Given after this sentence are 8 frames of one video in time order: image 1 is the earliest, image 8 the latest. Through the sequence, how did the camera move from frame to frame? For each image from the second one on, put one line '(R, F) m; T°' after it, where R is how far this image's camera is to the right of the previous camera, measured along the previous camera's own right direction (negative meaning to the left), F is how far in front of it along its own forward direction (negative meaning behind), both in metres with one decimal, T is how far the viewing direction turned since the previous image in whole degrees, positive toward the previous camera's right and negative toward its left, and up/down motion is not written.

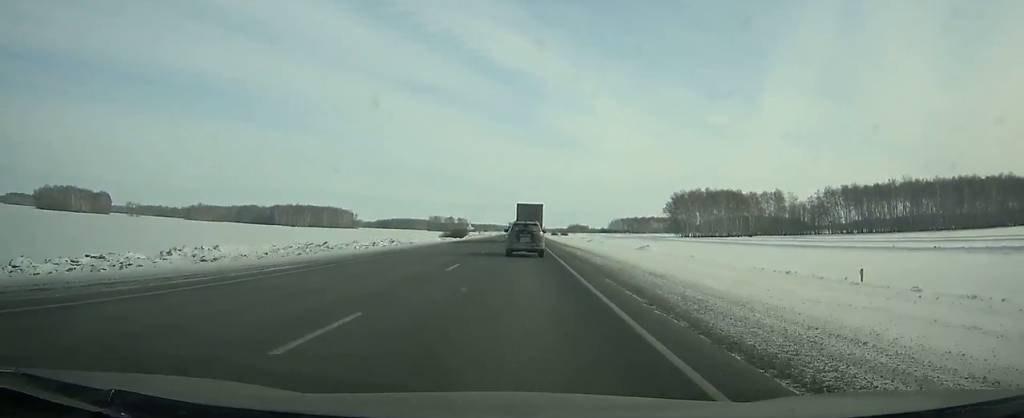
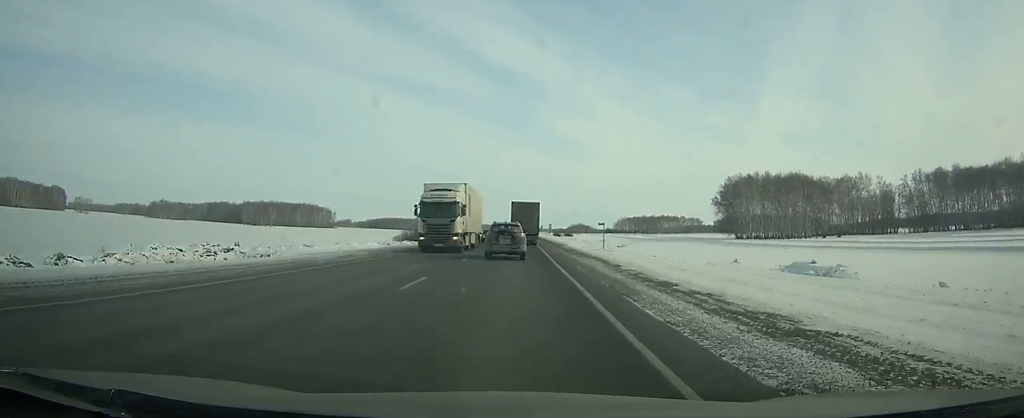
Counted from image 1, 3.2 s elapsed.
(+0.1, +79.8) m; 0°
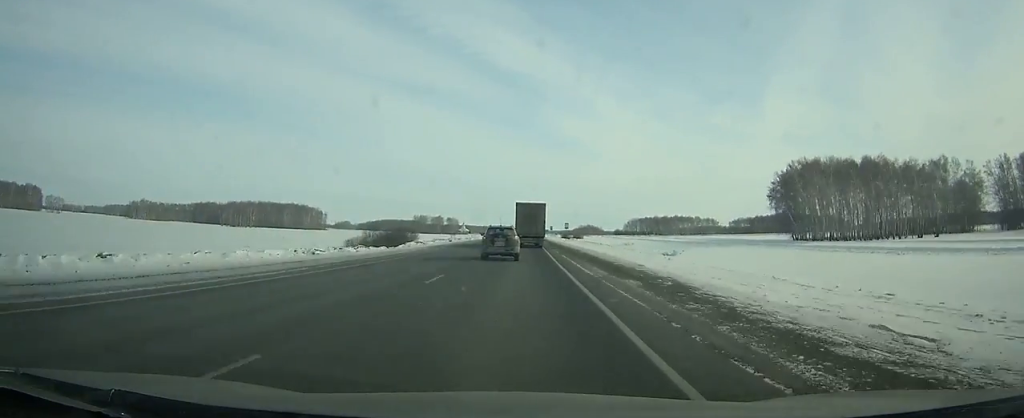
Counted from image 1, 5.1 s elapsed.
(0.0, +46.3) m; 0°
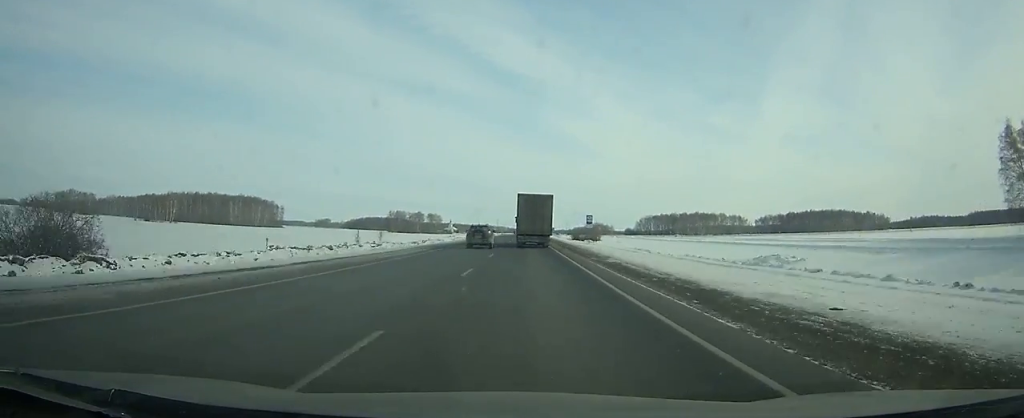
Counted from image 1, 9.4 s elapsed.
(-0.2, +103.6) m; 0°
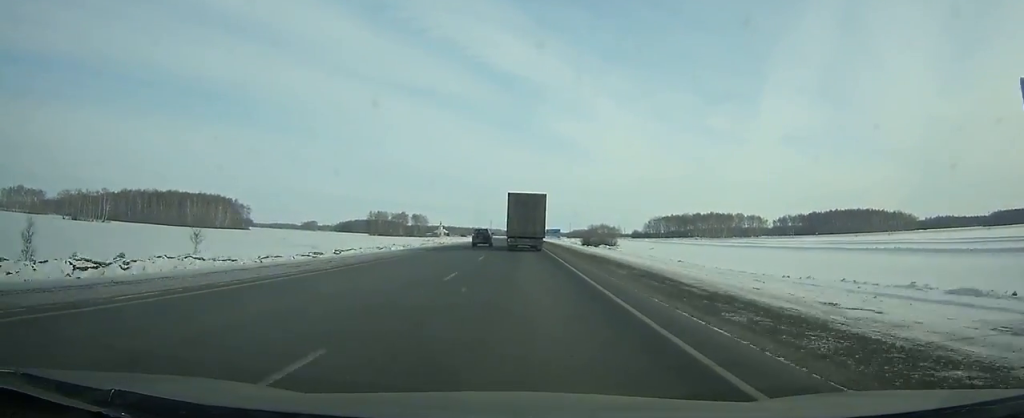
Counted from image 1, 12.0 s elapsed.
(+0.4, +61.5) m; 0°
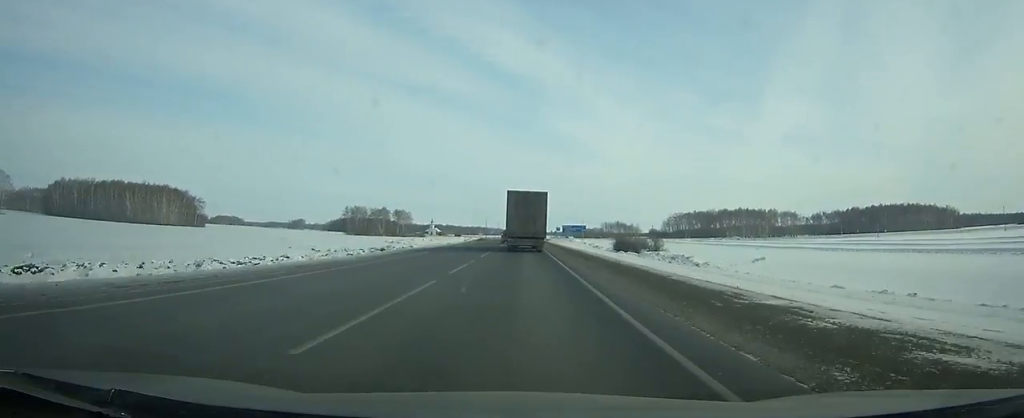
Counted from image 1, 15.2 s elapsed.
(-0.1, +73.6) m; 0°
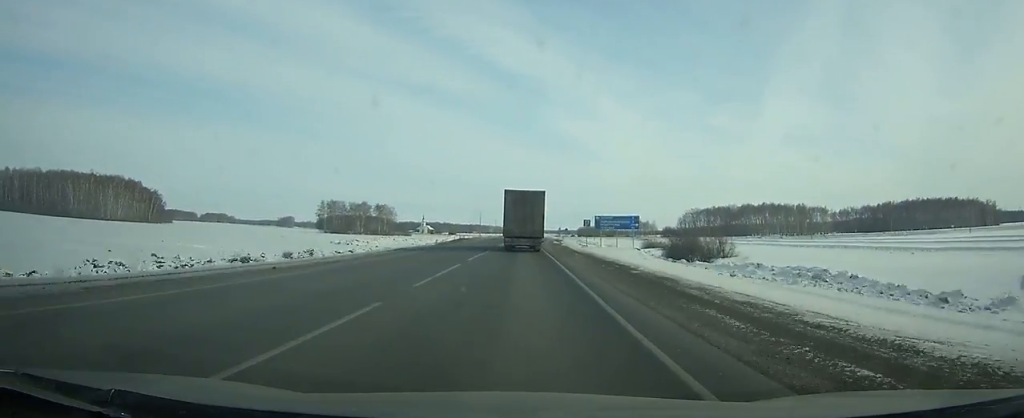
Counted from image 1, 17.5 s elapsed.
(-0.1, +50.9) m; 0°
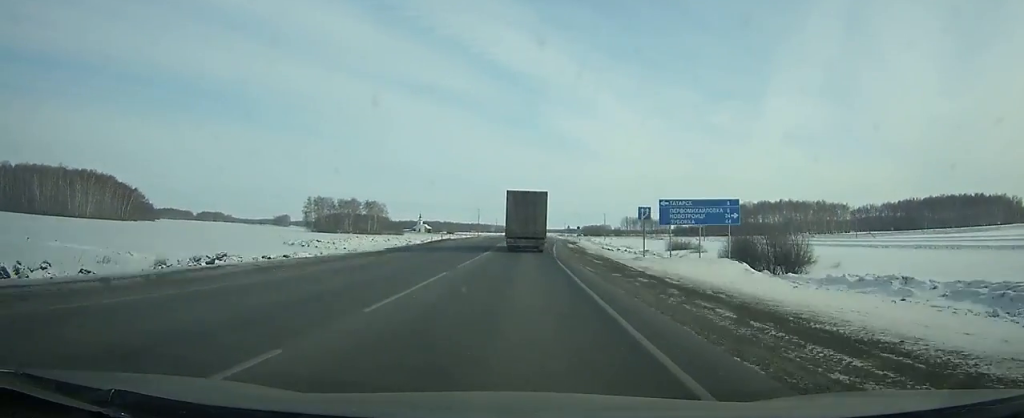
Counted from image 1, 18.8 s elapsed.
(0.0, +27.9) m; 0°
